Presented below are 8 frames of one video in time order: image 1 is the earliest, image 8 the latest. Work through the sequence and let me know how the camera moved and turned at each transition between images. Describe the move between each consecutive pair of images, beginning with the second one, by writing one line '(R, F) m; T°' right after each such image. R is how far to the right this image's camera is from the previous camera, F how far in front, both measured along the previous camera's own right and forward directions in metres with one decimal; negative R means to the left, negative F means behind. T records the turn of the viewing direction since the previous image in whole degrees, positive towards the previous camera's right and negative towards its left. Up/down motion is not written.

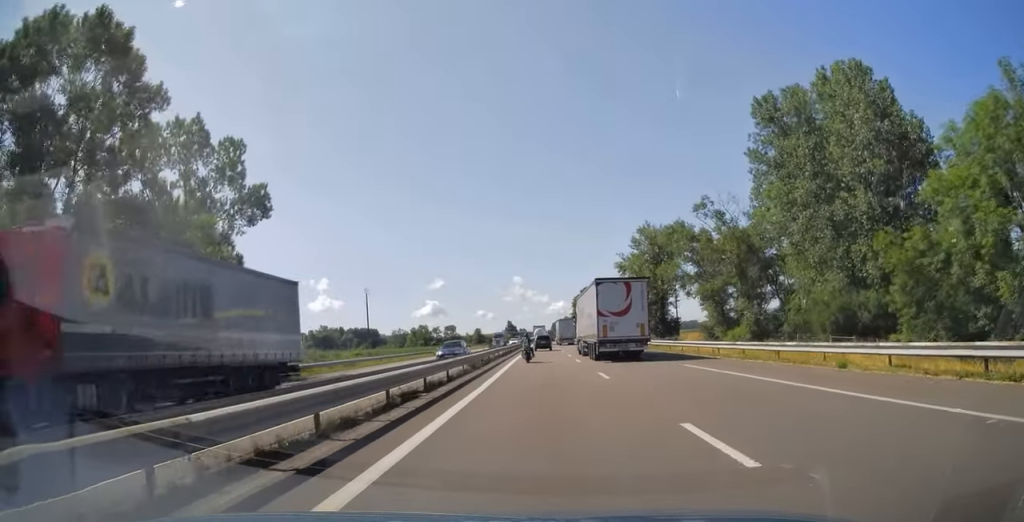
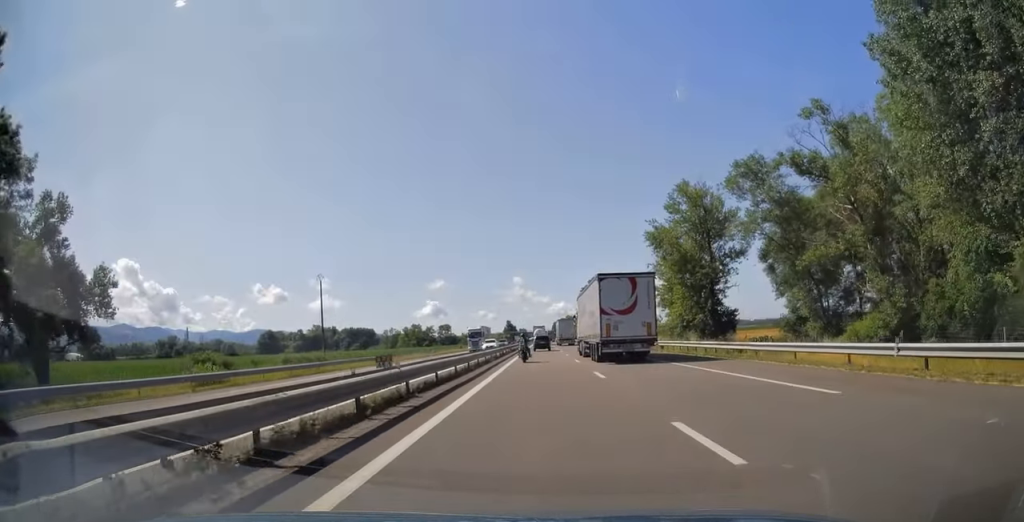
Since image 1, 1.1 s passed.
(-0.1, +25.8) m; 0°
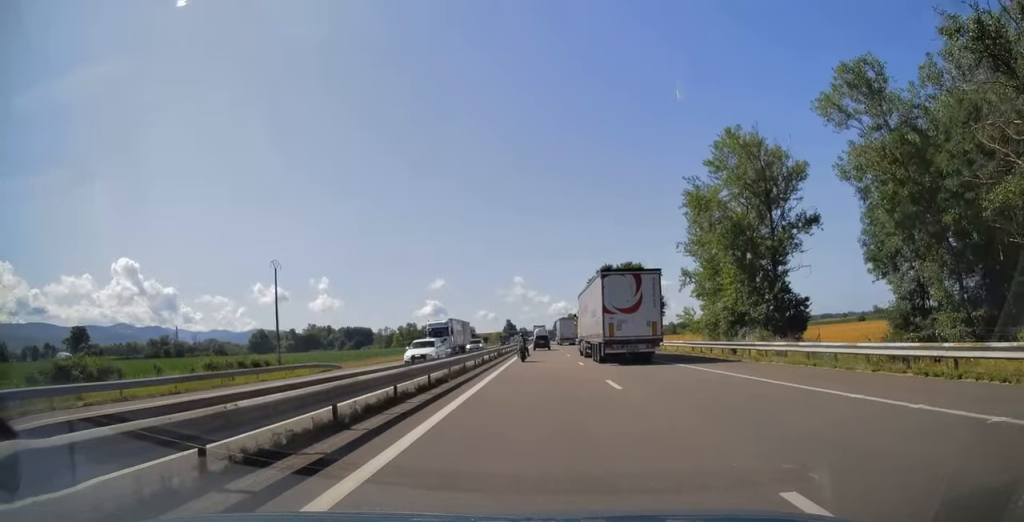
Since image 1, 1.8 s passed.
(0.0, +17.2) m; 0°
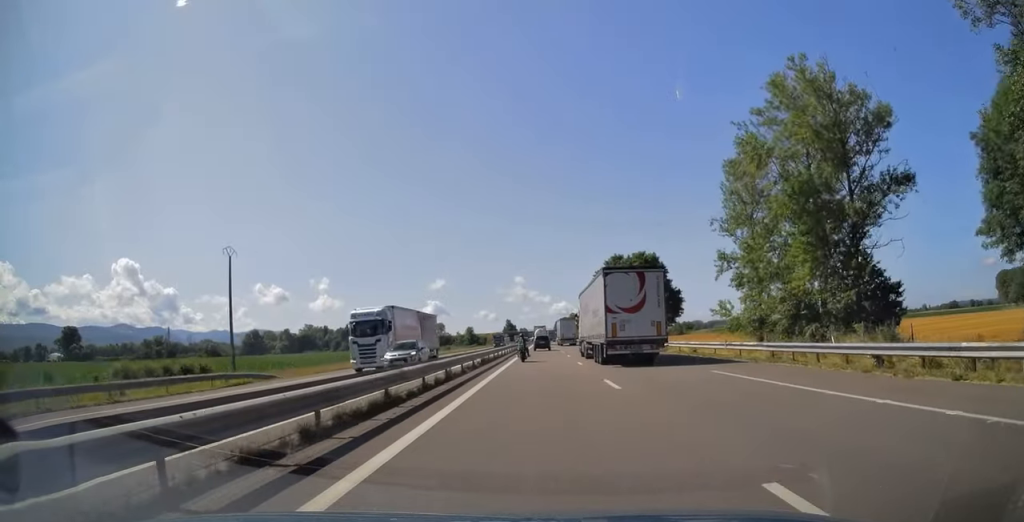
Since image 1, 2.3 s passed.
(0.0, +12.7) m; 0°
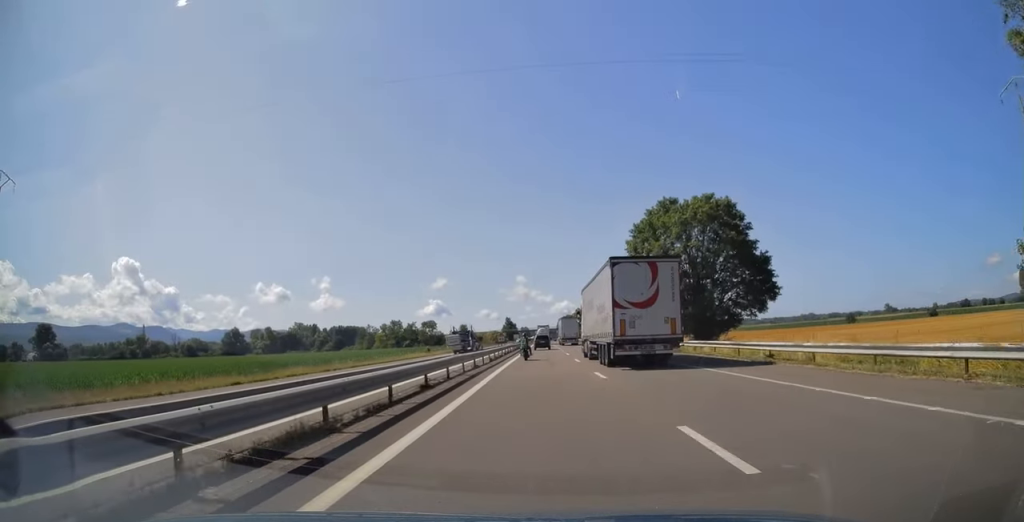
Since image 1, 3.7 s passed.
(0.0, +35.8) m; 0°
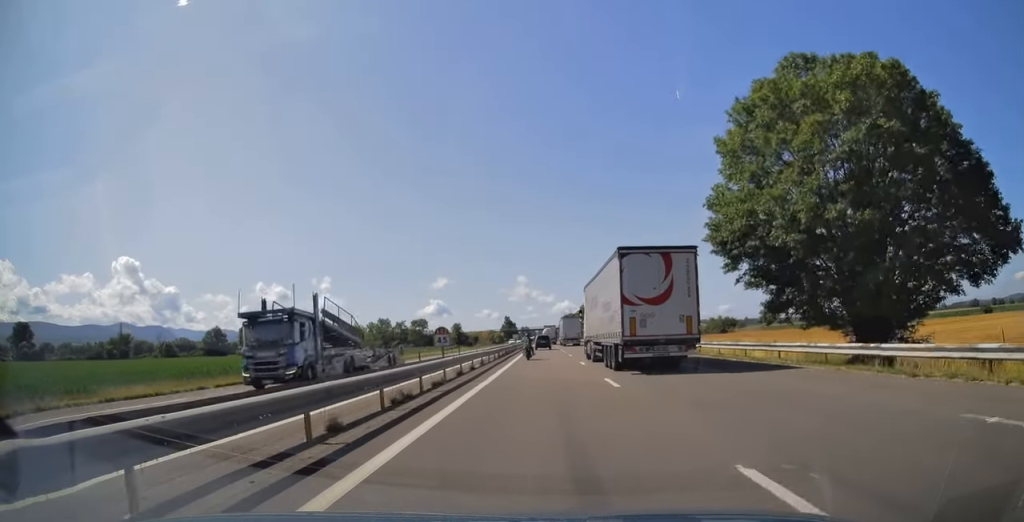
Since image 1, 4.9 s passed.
(-0.1, +28.8) m; 0°
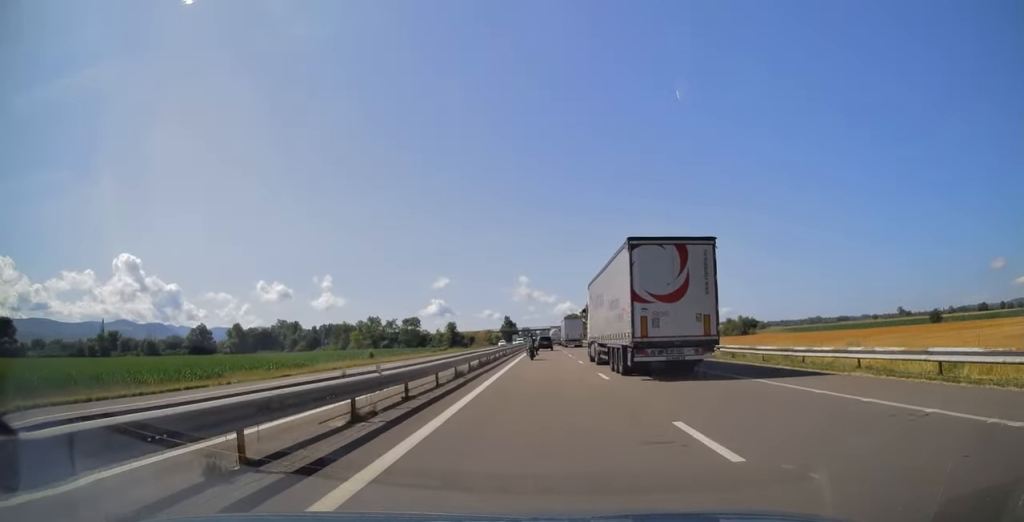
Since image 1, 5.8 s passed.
(0.0, +21.9) m; 0°
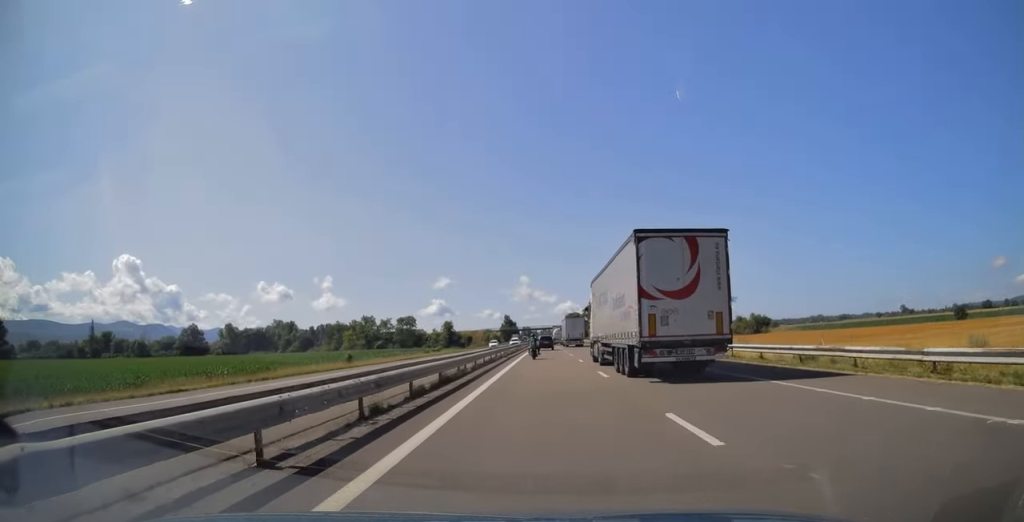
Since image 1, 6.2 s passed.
(0.0, +11.6) m; 0°
